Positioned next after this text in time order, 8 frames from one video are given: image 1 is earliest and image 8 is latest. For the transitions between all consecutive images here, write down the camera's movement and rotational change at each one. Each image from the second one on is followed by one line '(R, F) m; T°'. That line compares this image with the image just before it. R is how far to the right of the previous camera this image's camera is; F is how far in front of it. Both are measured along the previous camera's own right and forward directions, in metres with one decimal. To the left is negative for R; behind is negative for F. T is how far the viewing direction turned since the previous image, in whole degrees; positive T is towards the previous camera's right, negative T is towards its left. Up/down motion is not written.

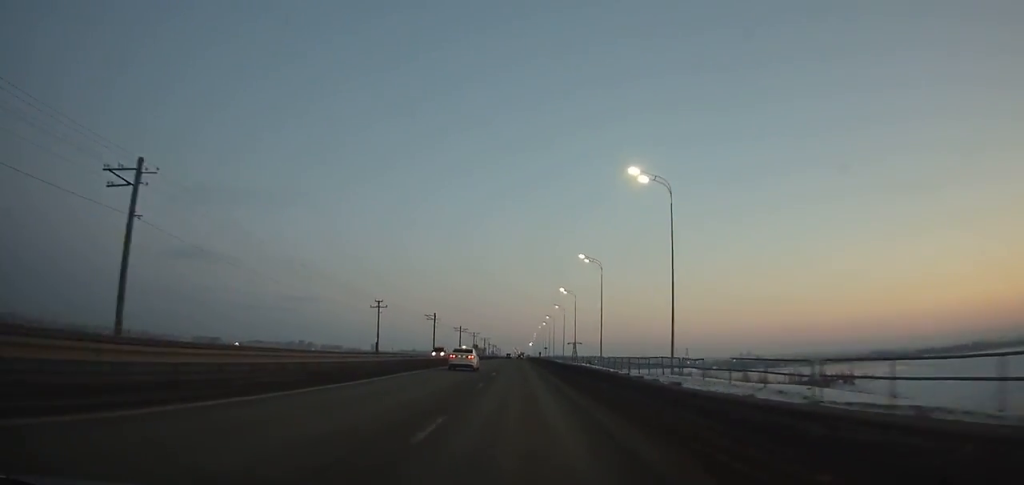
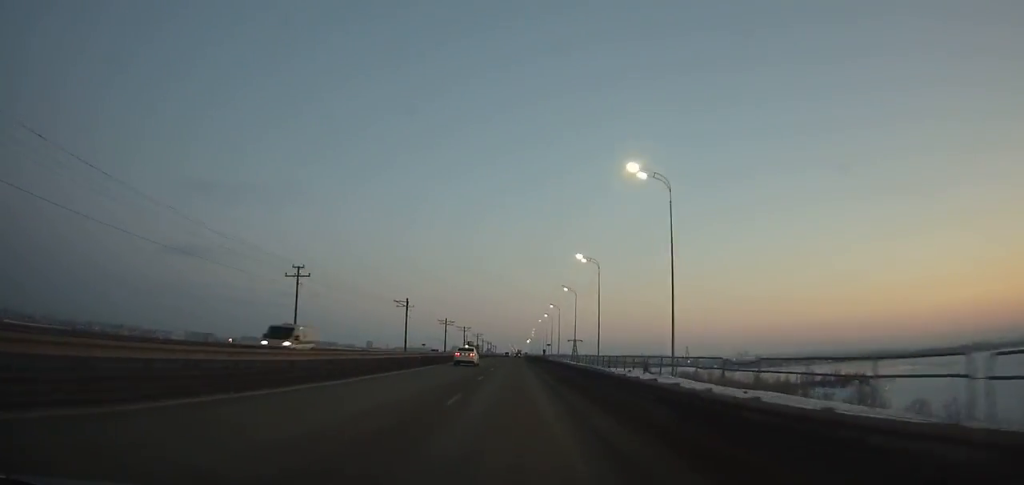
(+0.1, +30.0) m; 0°
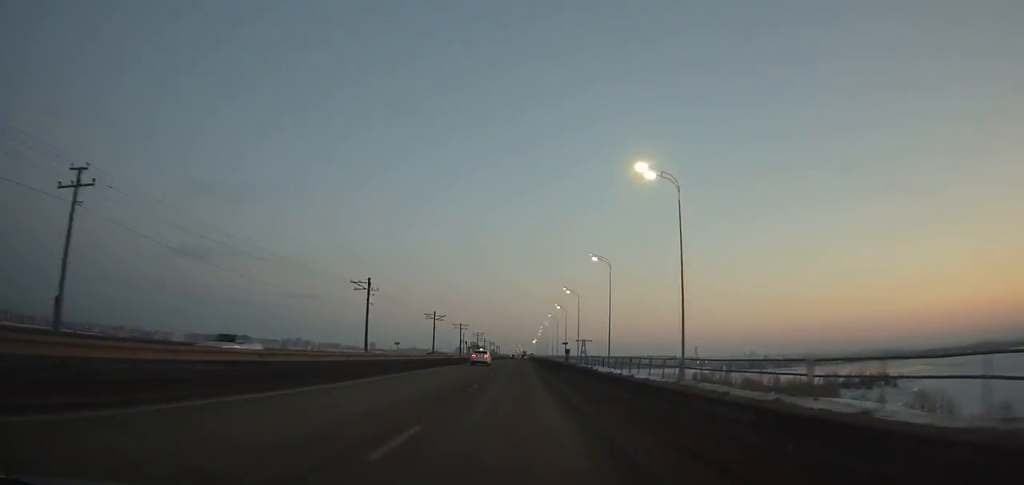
(-0.1, +31.8) m; 0°
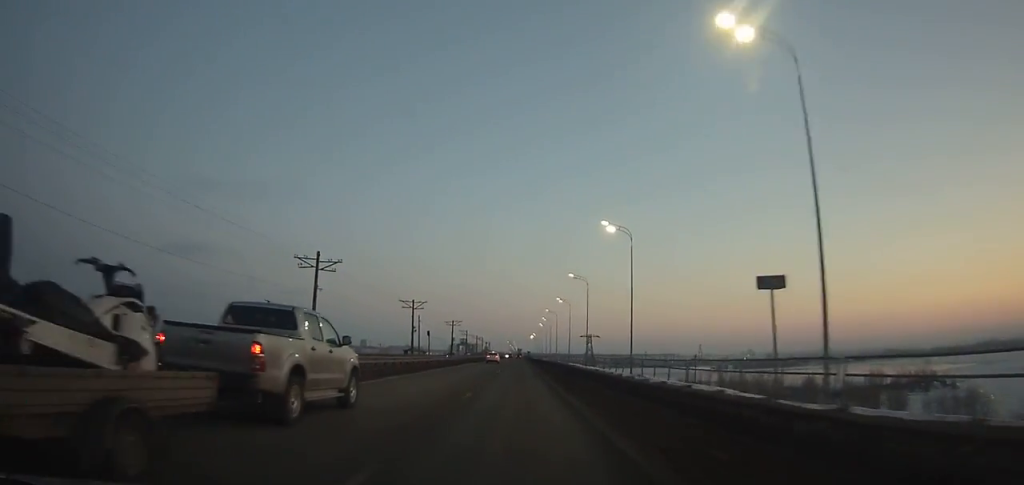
(+0.2, +78.4) m; 0°
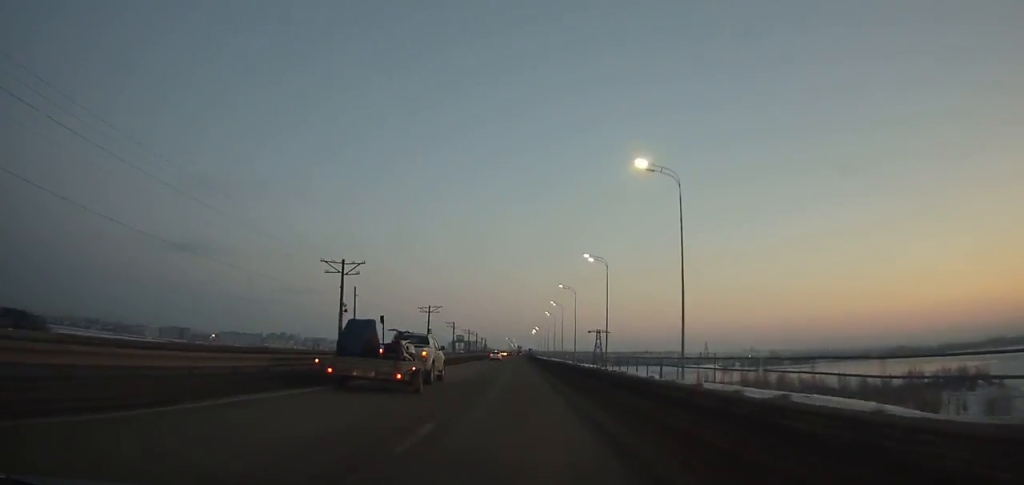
(0.0, +45.7) m; 0°
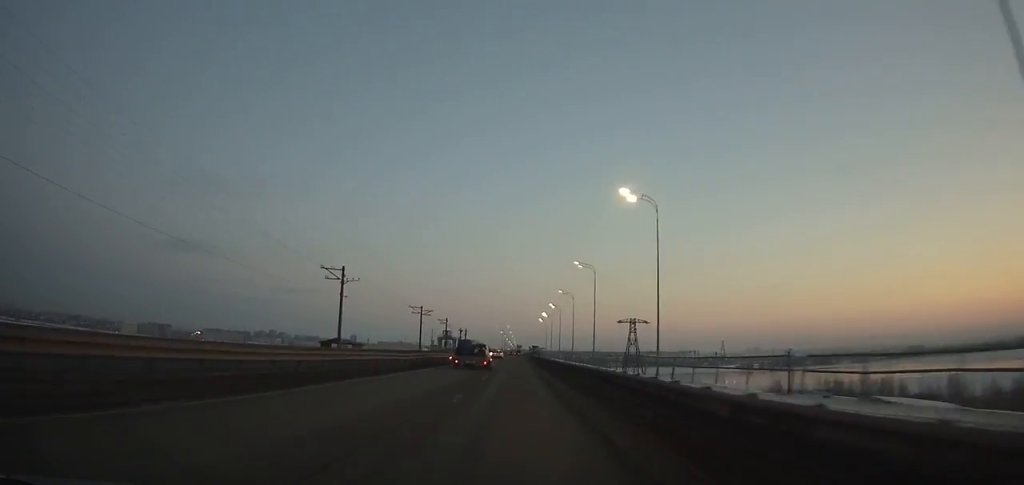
(-0.2, +111.1) m; 0°
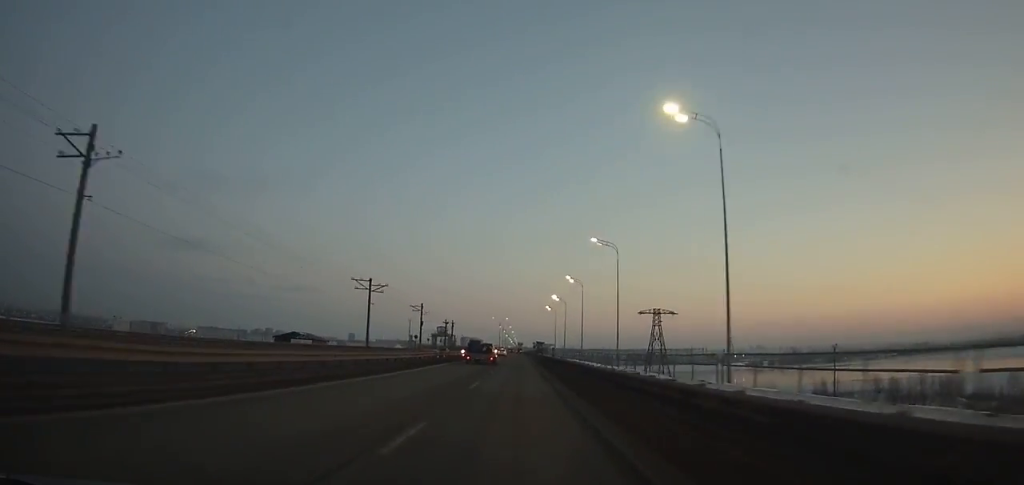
(-0.1, +42.9) m; 0°
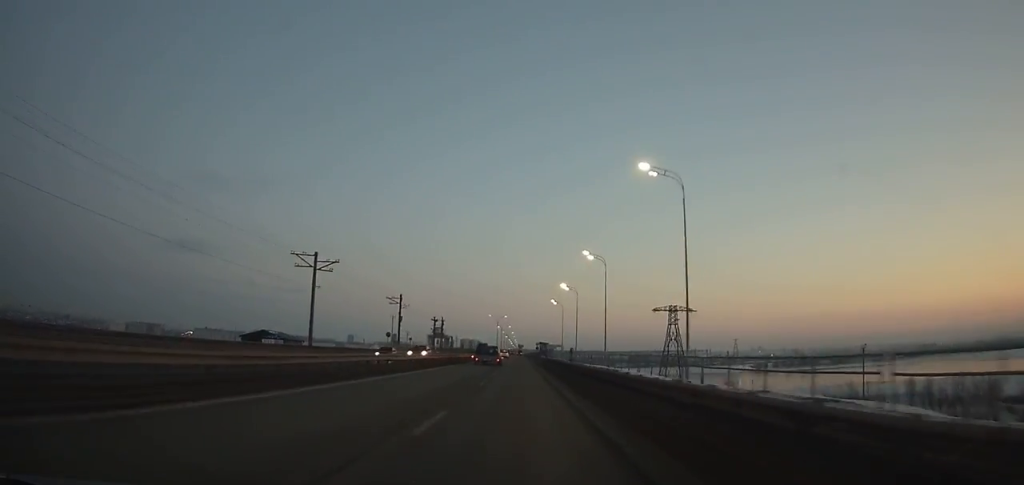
(0.0, +21.8) m; 0°
